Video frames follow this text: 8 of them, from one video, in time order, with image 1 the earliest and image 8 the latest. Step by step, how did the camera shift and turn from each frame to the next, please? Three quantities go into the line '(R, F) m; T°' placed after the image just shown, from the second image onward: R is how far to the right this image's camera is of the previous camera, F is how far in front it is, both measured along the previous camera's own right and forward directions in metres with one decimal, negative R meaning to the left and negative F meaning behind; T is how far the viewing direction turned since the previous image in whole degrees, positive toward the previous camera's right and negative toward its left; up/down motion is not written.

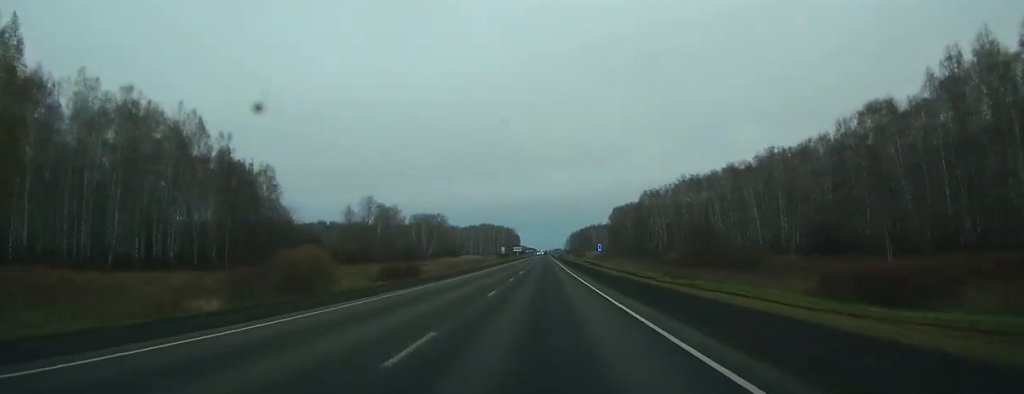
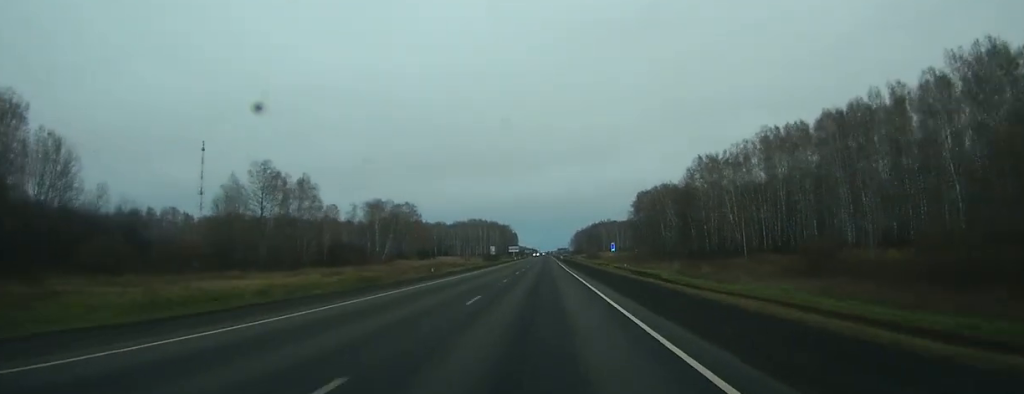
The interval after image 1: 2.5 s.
(0.0, +75.8) m; 0°
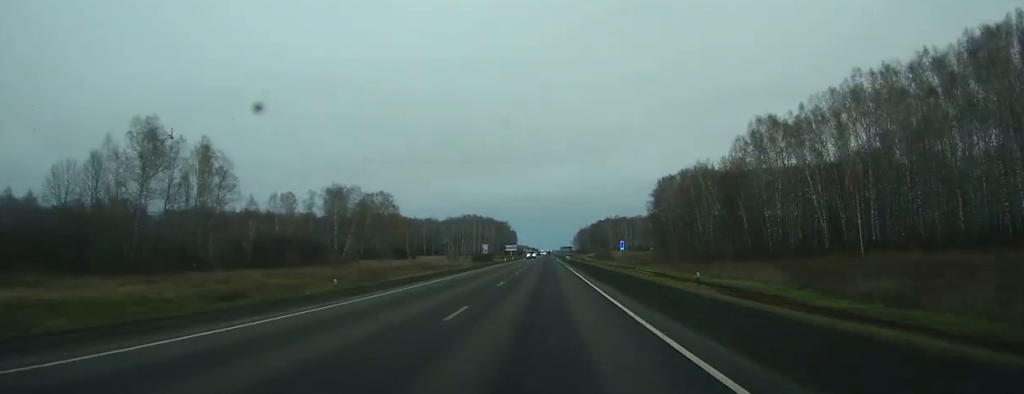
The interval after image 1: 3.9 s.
(-0.1, +39.6) m; 0°
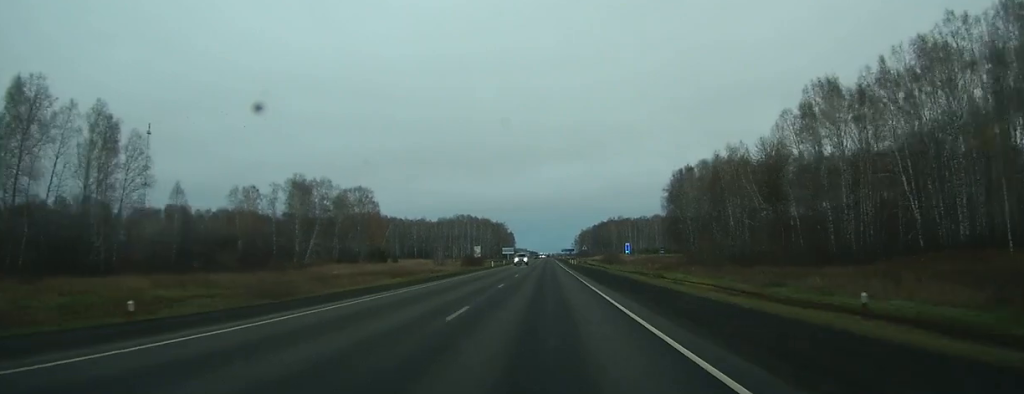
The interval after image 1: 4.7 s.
(0.0, +23.6) m; 0°
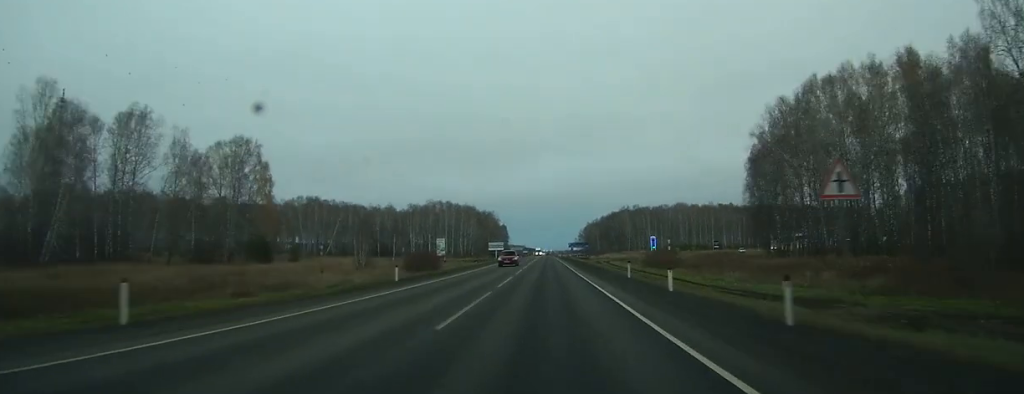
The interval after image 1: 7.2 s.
(+0.2, +74.0) m; 0°
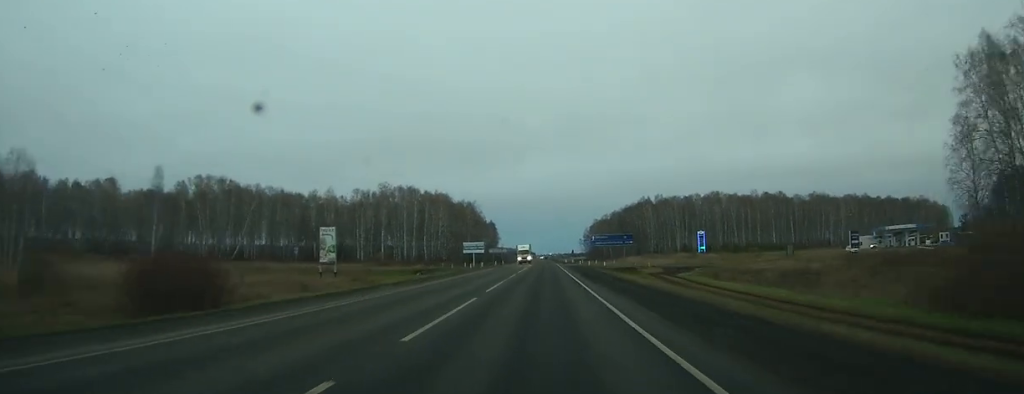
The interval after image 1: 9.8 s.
(+0.2, +74.2) m; 0°
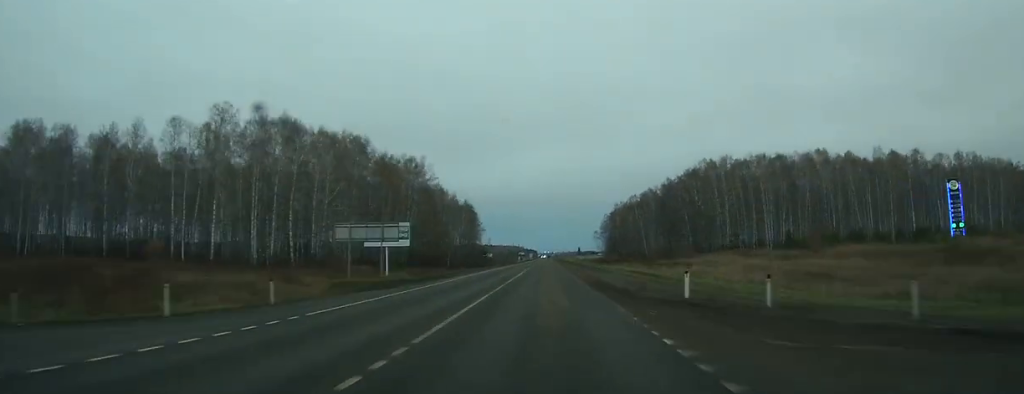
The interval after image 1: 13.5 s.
(-0.7, +101.0) m; -1°
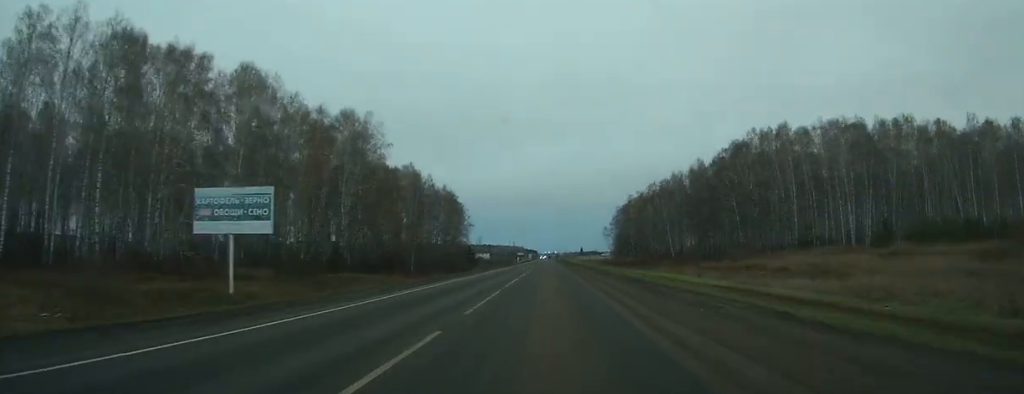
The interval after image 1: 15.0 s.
(0.0, +41.4) m; 0°
